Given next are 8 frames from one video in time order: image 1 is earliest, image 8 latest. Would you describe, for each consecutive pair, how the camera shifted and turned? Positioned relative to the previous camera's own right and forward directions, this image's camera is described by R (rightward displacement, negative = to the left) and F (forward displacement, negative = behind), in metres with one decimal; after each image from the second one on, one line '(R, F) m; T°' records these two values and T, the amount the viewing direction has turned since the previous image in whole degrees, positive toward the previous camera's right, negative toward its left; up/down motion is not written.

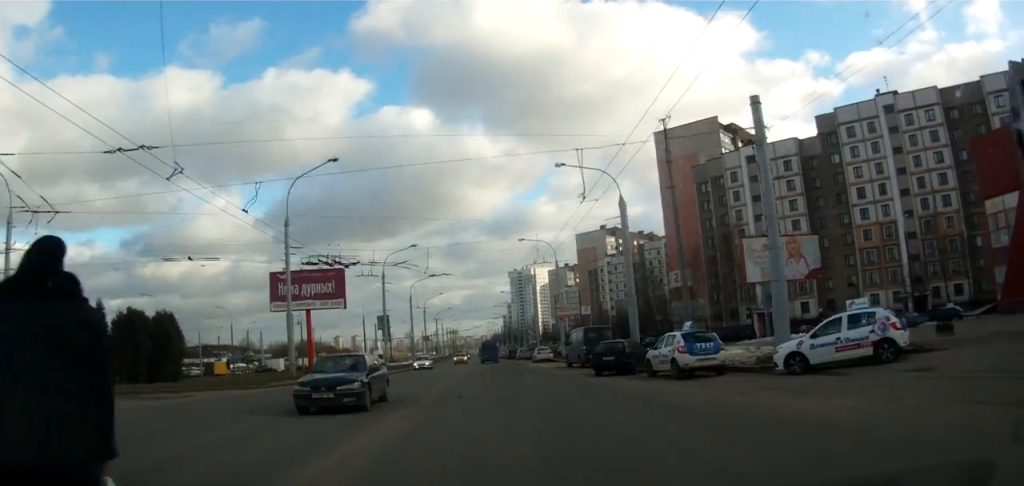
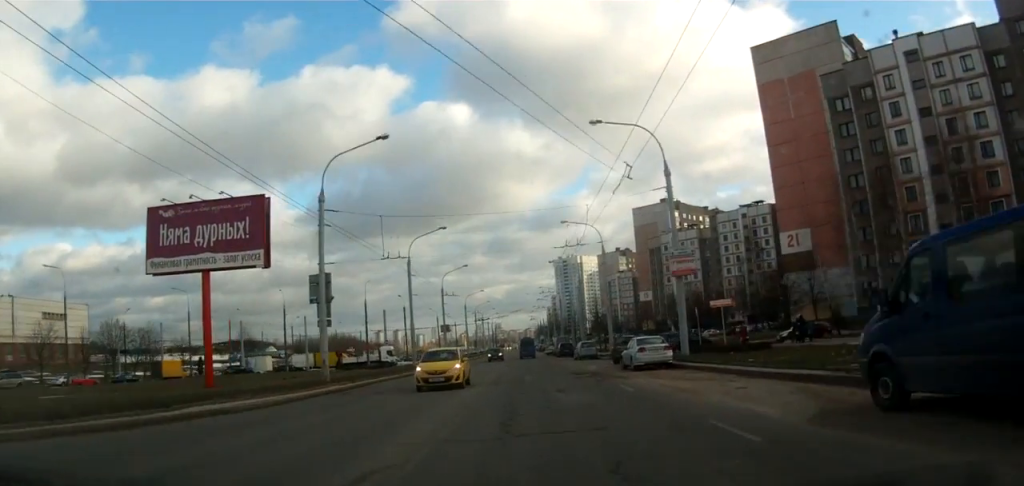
(-0.1, +29.8) m; -2°
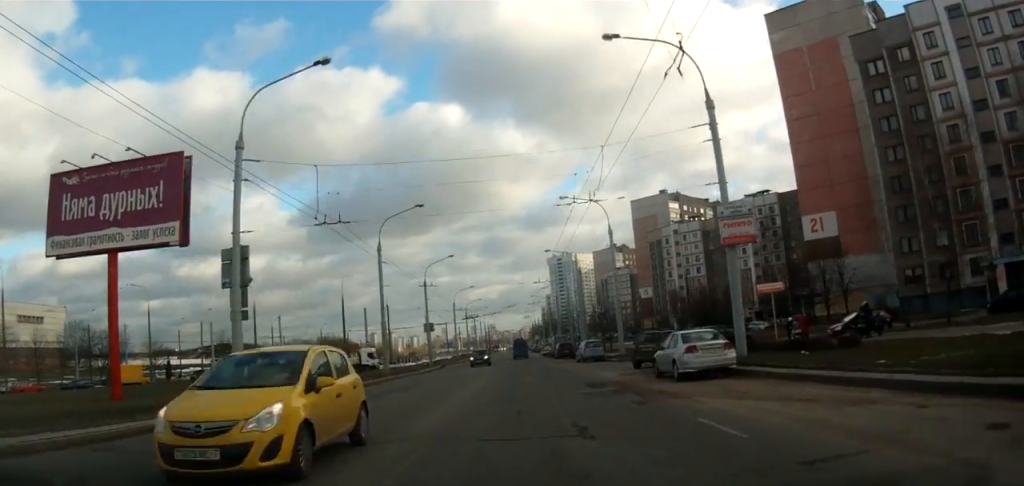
(0.0, +8.9) m; -1°
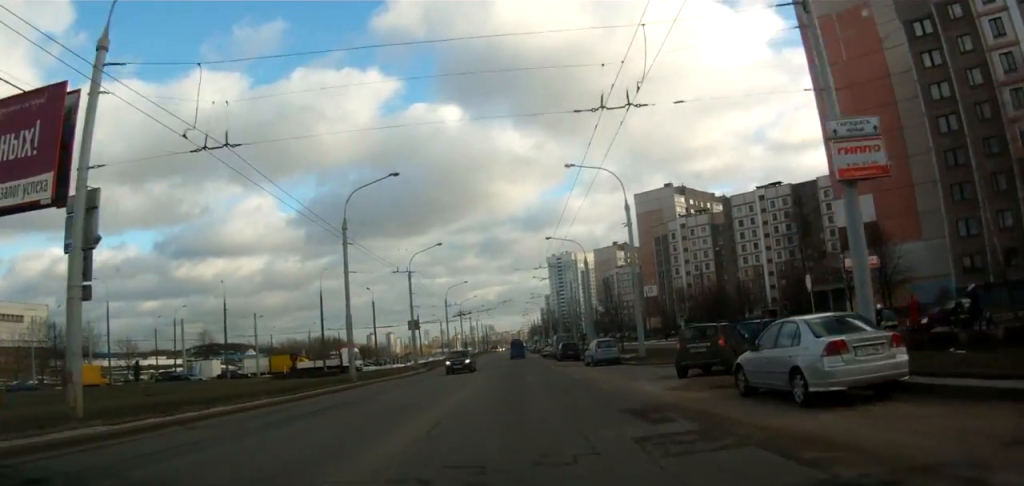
(-0.3, +8.5) m; 0°
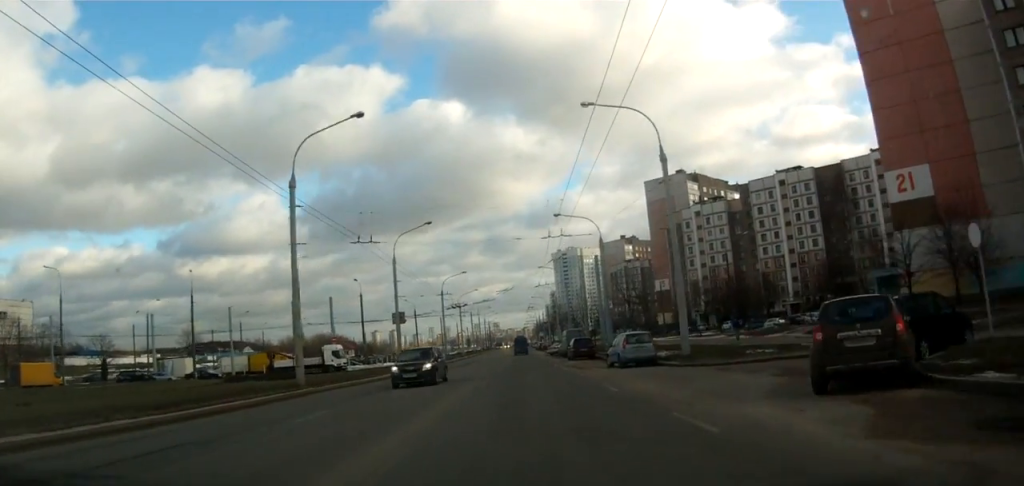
(+0.1, +9.3) m; +1°
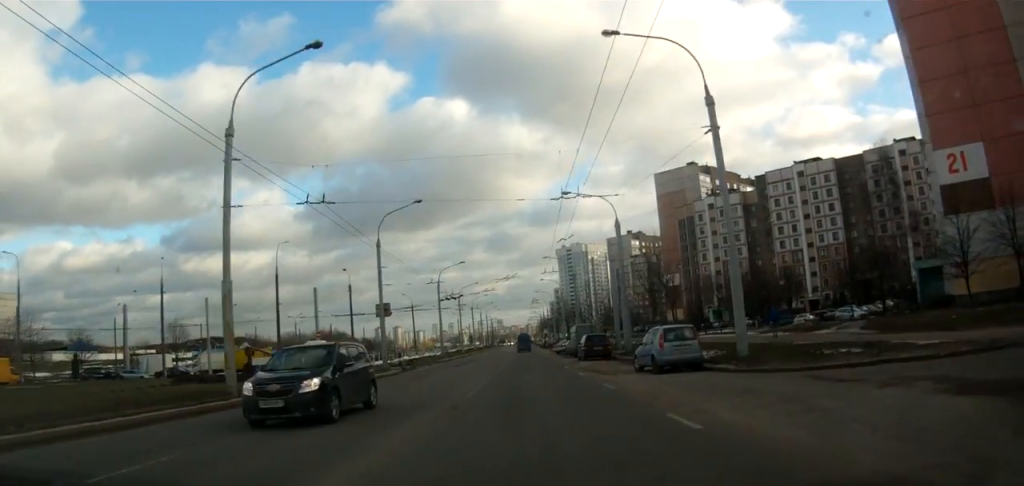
(+0.1, +6.4) m; +1°
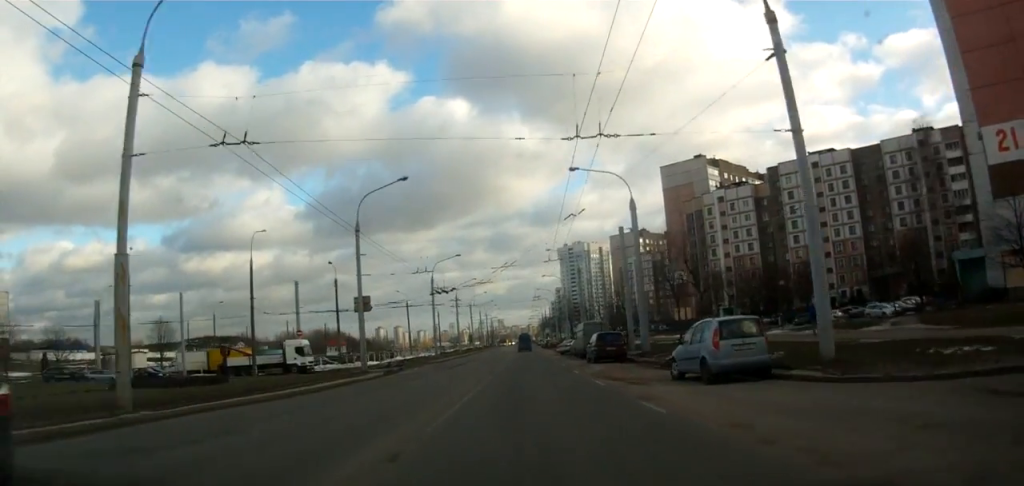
(+0.1, +6.0) m; 0°
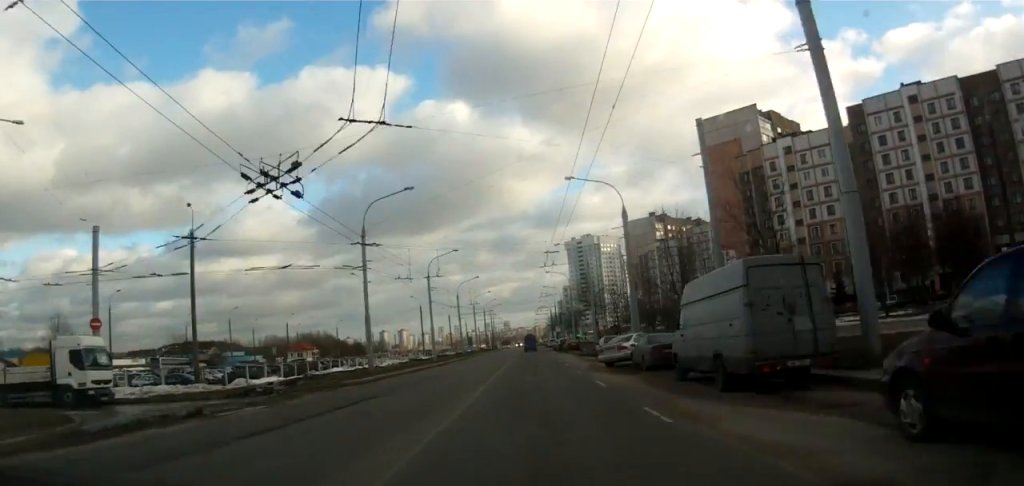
(+0.1, +31.8) m; -1°
